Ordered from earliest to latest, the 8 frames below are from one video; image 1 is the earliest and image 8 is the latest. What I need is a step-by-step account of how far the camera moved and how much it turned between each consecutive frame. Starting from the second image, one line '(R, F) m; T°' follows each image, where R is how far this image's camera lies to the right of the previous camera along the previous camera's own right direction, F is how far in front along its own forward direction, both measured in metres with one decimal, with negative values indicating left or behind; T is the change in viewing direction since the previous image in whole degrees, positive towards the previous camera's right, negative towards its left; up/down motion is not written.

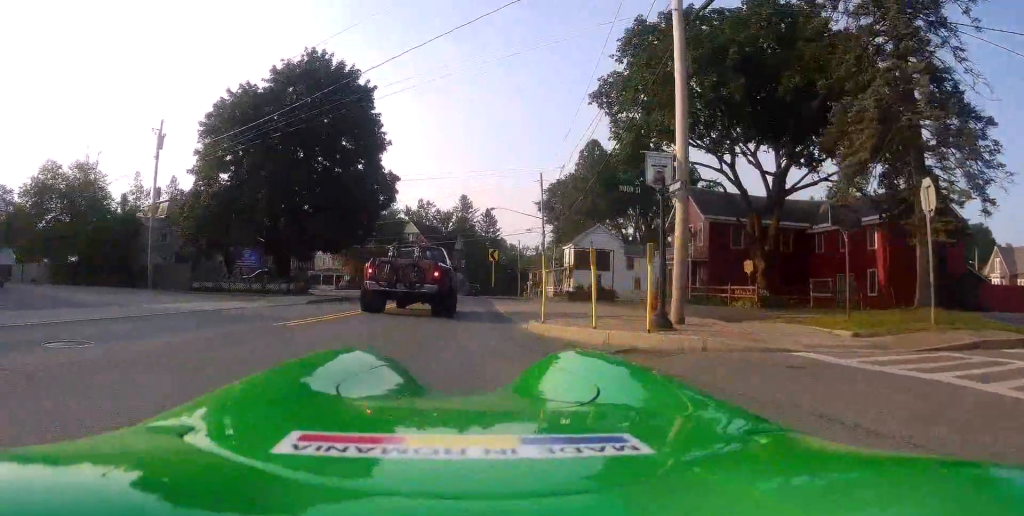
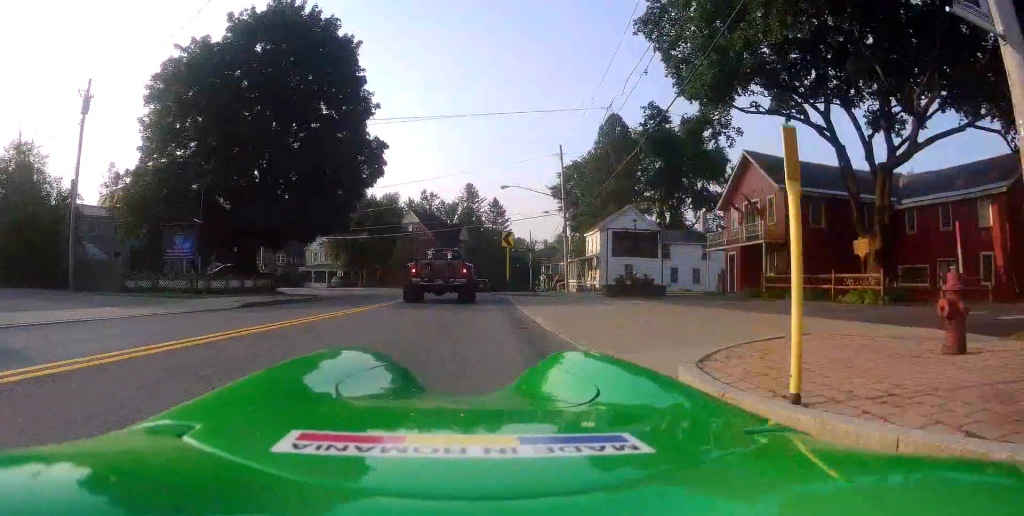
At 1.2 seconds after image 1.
(+0.2, +9.8) m; +1°
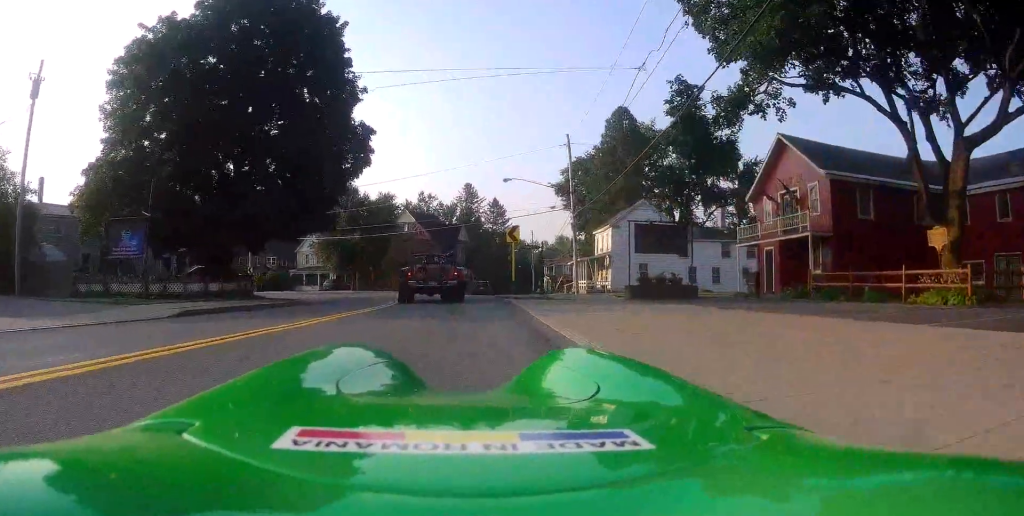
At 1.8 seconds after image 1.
(0.0, +4.8) m; -1°
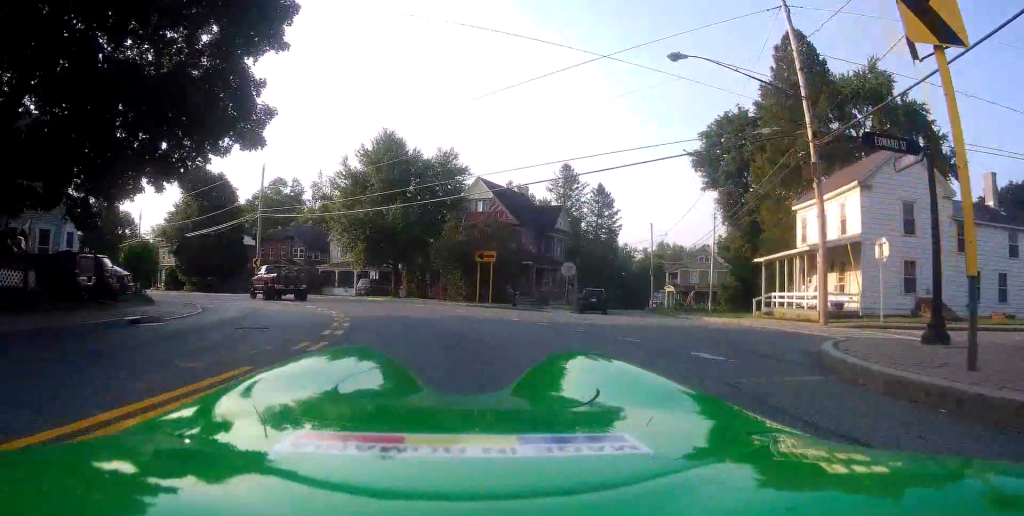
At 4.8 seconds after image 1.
(-1.8, +25.4) m; -13°
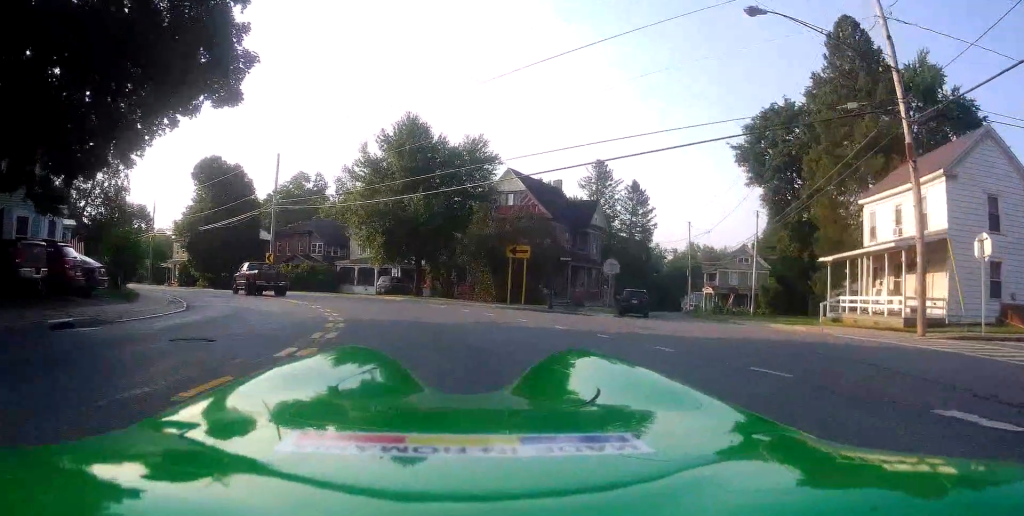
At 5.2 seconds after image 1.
(-0.3, +3.8) m; -5°
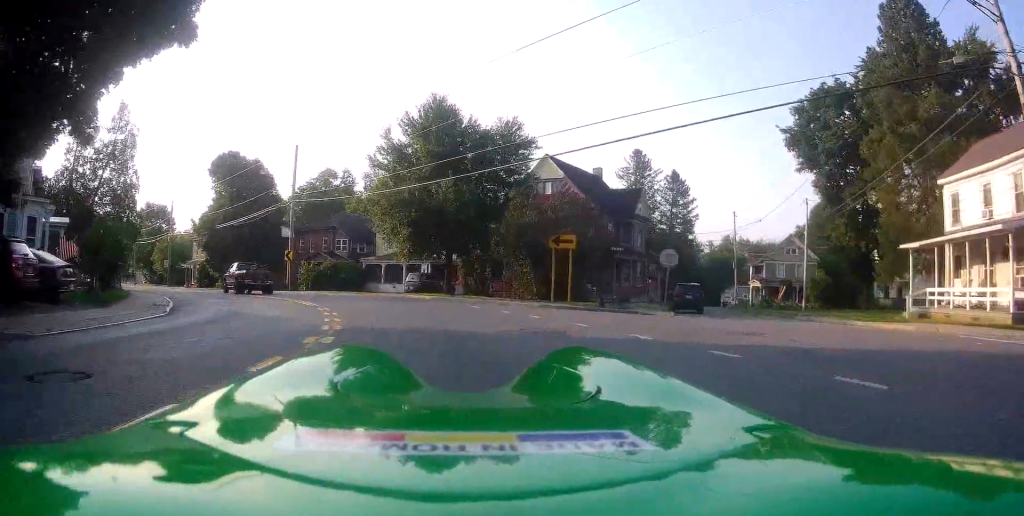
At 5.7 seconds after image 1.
(-0.1, +3.8) m; -5°
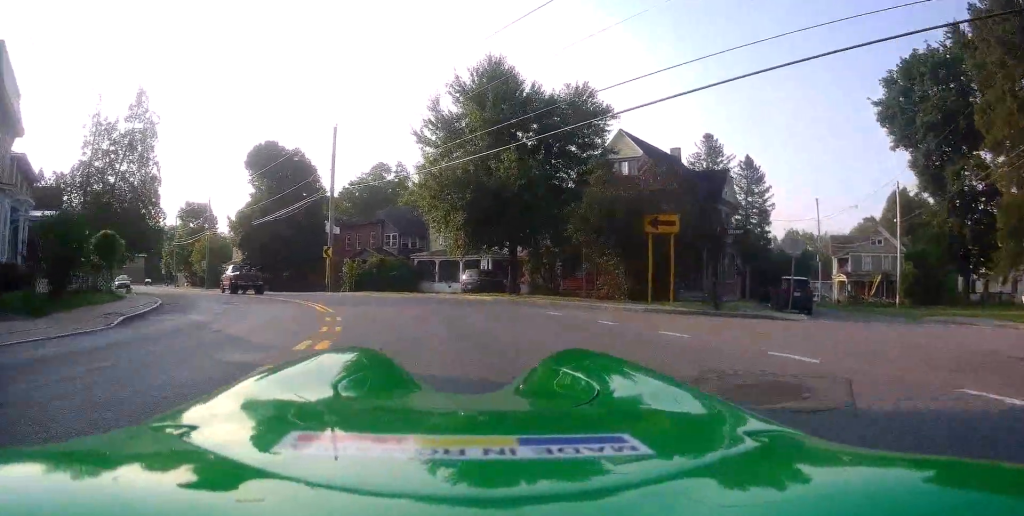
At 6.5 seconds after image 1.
(-0.3, +6.2) m; -7°
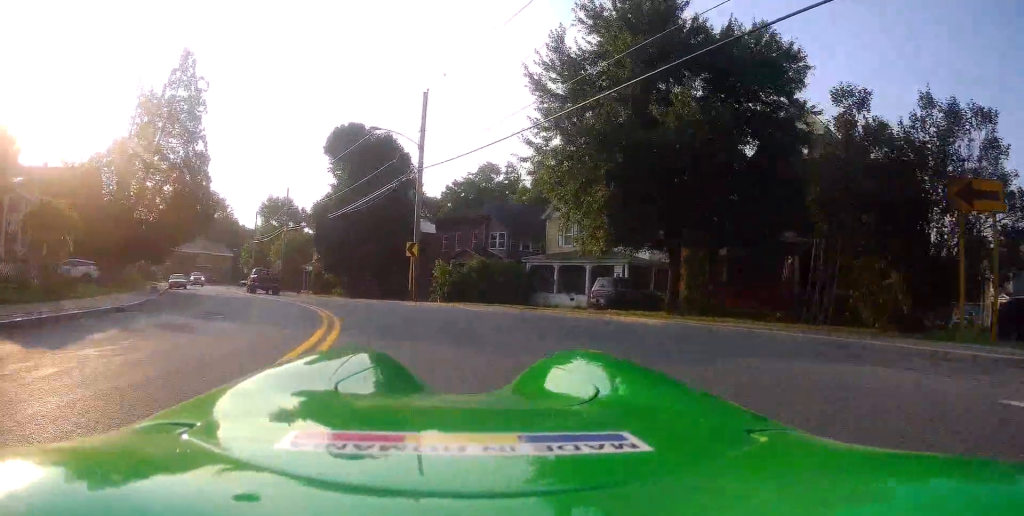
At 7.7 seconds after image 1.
(-1.0, +9.9) m; -13°
